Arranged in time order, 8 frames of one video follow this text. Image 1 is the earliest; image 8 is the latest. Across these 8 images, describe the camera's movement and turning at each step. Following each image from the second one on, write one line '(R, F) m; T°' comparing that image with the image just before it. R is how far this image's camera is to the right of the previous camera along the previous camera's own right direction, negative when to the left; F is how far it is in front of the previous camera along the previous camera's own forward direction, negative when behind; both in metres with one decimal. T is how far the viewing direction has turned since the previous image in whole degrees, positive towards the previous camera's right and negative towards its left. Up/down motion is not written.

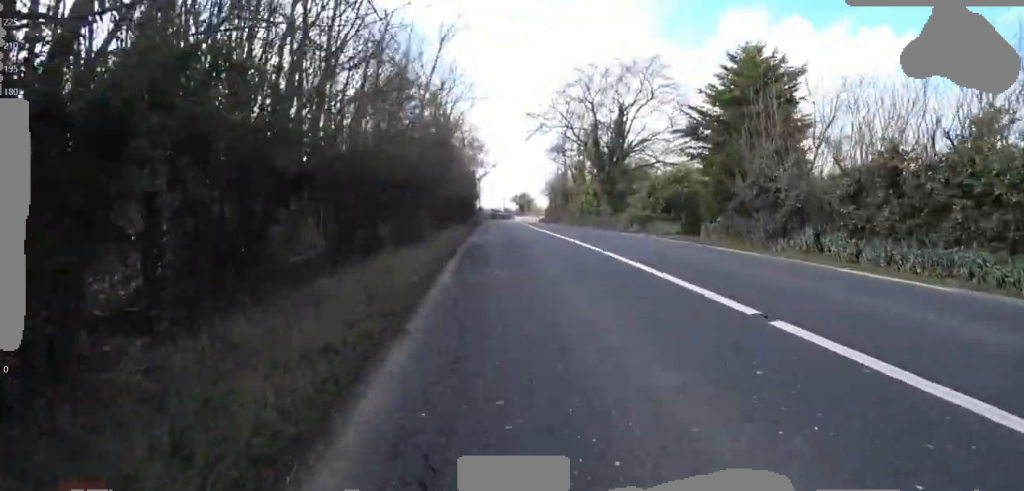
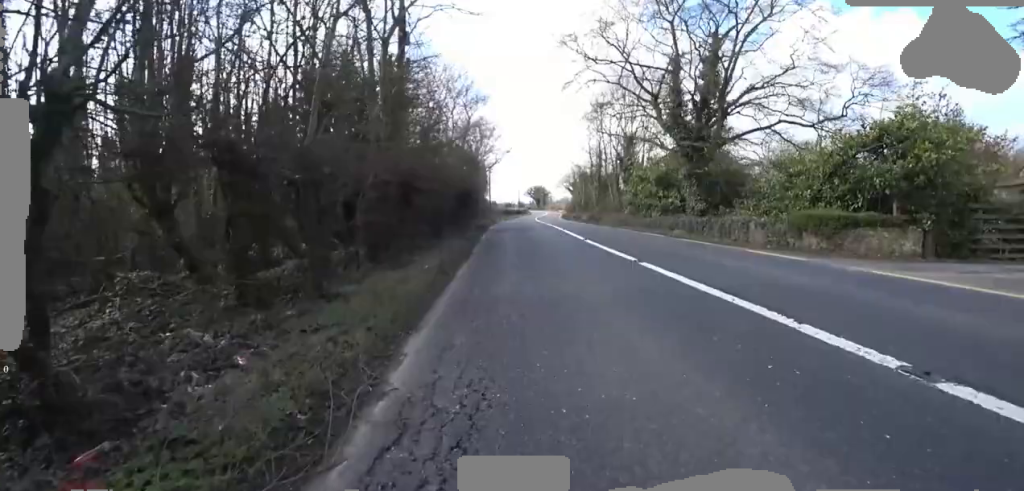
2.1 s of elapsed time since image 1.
(+1.2, +12.3) m; +5°
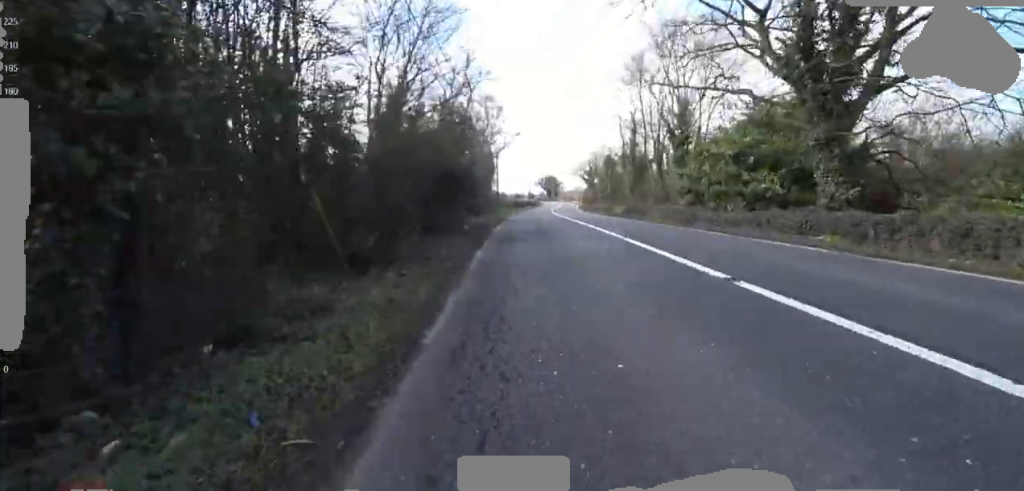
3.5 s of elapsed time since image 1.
(0.0, +8.0) m; 0°
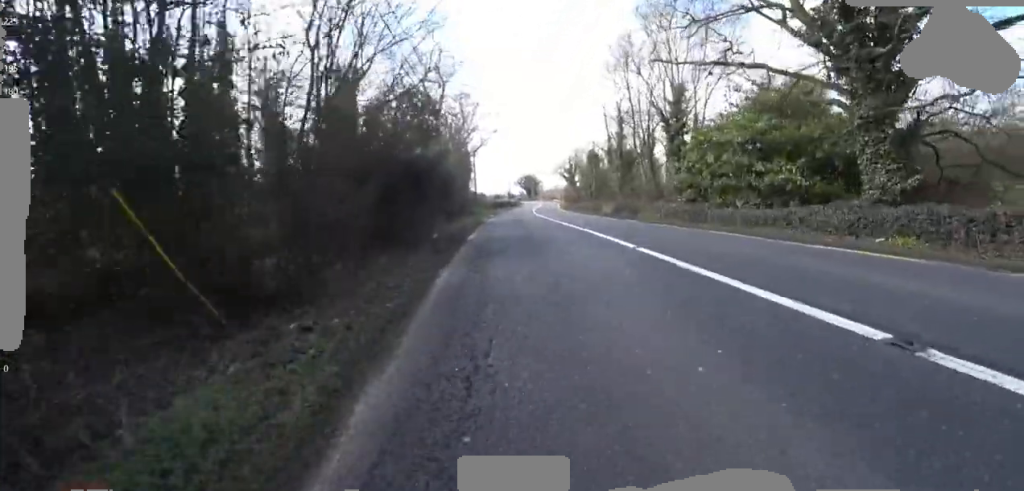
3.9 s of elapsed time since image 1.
(0.0, +2.5) m; 0°
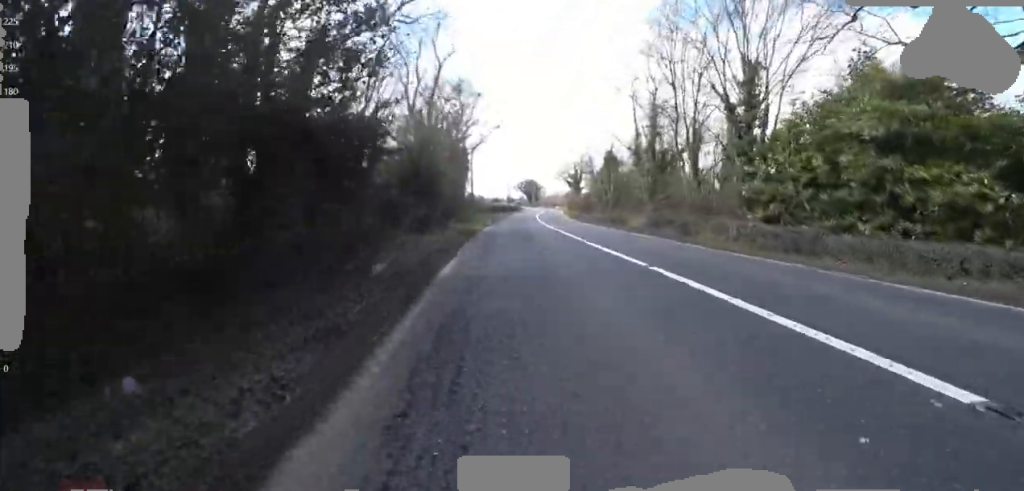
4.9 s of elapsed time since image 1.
(0.0, +5.8) m; 0°
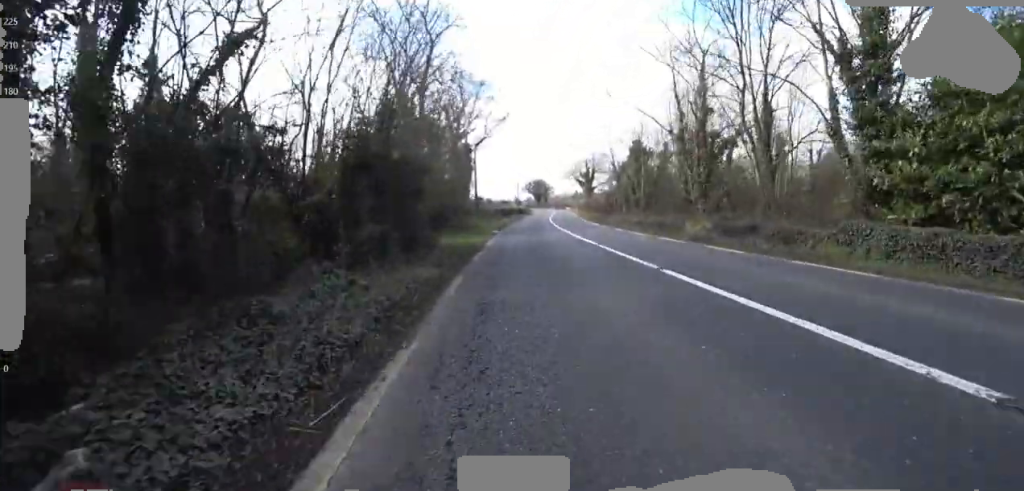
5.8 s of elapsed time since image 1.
(0.0, +5.3) m; 0°
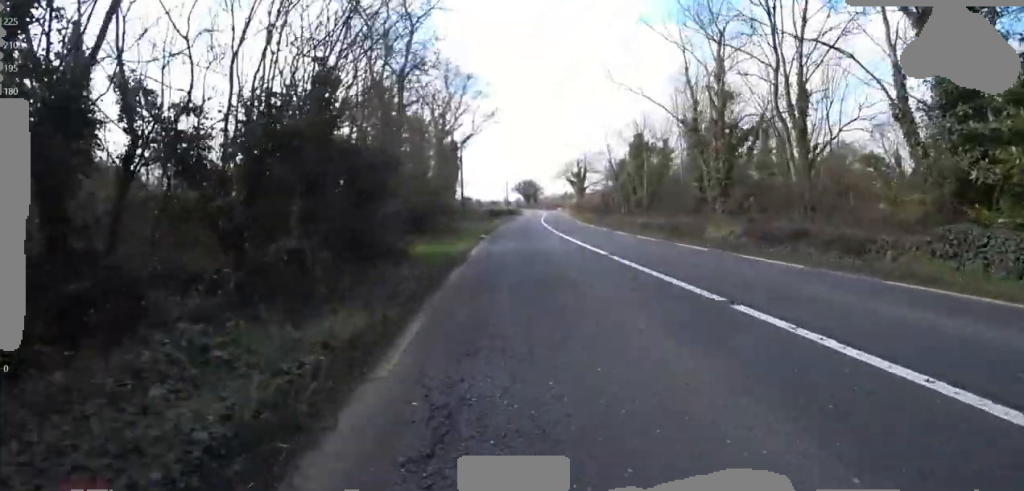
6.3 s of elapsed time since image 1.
(0.0, +2.7) m; +1°
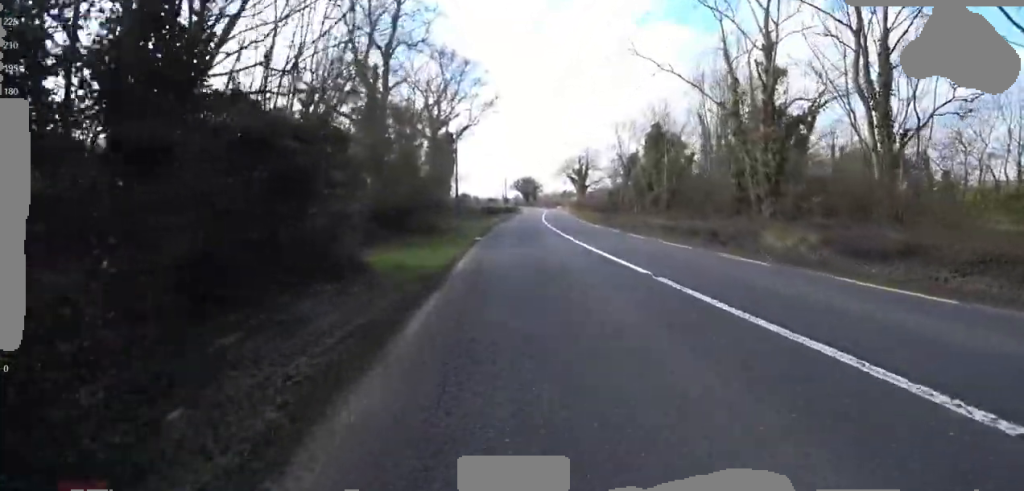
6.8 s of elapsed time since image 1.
(0.0, +3.2) m; +1°
